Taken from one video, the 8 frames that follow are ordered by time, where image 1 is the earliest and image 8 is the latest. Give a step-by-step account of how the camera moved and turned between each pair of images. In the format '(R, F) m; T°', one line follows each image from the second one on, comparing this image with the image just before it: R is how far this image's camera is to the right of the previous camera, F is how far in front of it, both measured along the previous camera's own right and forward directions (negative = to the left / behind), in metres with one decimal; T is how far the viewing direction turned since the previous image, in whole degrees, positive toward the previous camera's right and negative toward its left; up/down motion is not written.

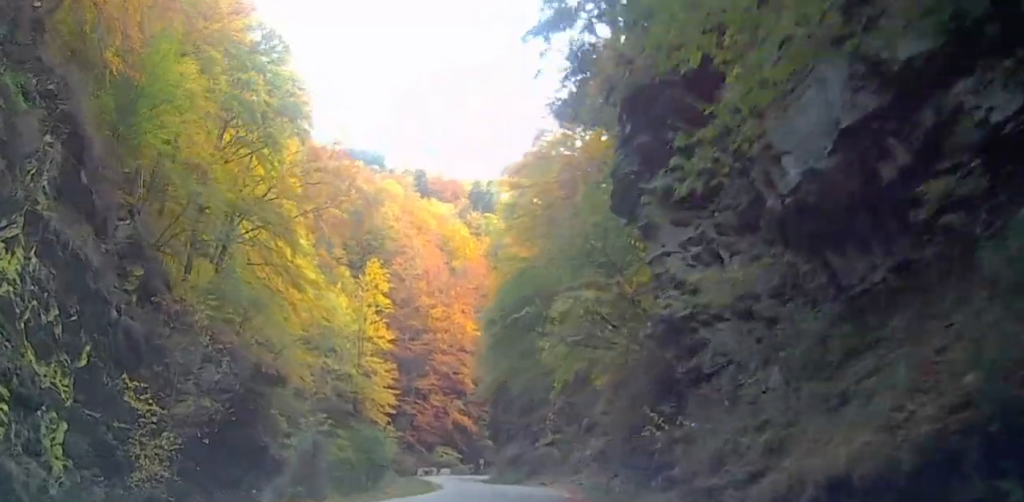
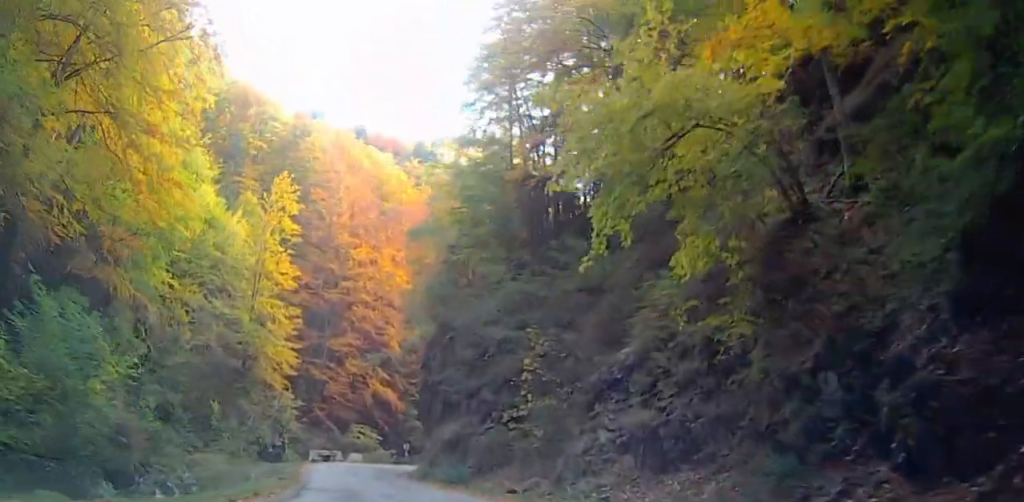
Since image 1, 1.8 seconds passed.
(-7.2, +25.0) m; -16°
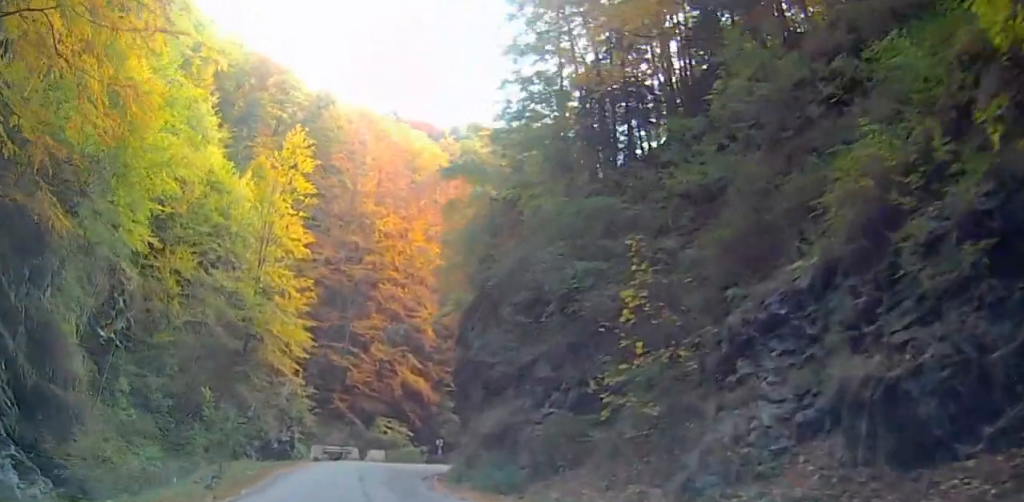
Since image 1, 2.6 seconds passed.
(+0.4, +13.4) m; +4°
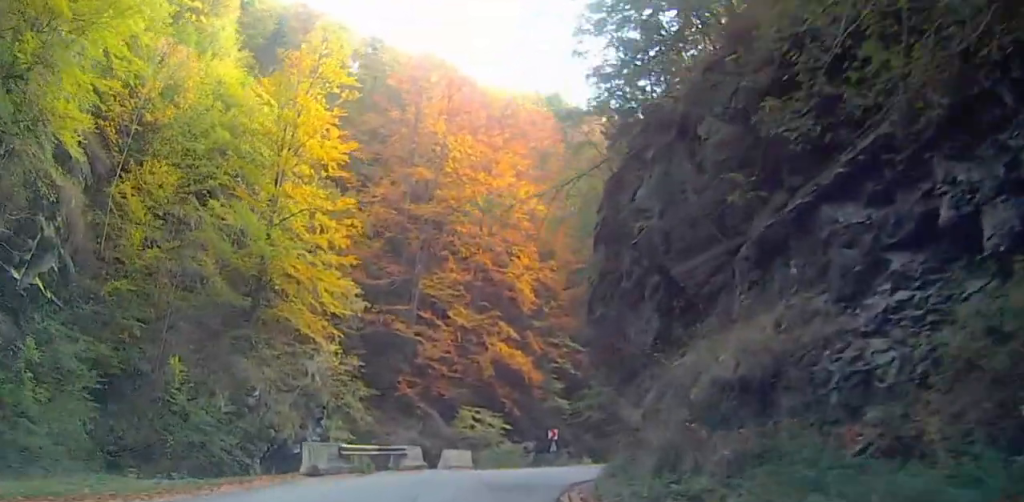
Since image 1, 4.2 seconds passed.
(+1.3, +24.6) m; -3°
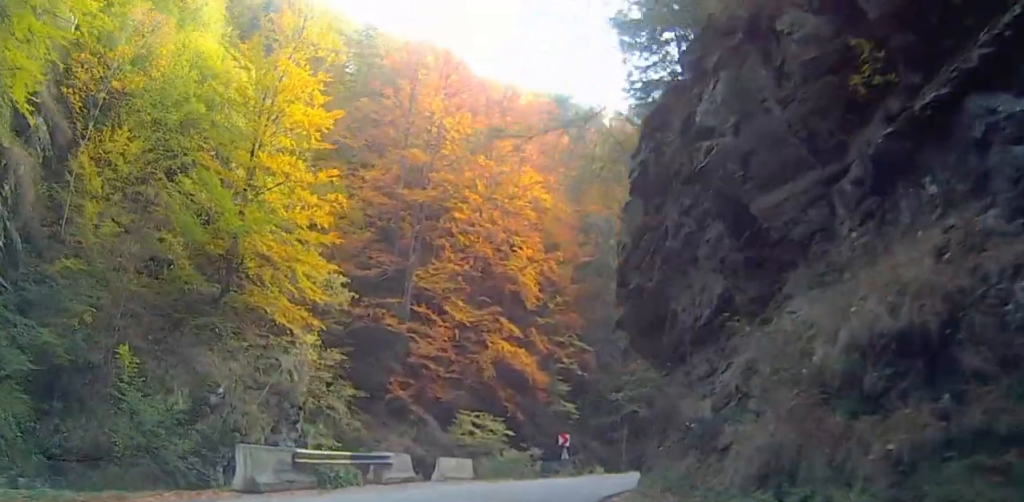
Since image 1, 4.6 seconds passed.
(-0.8, +6.0) m; -1°
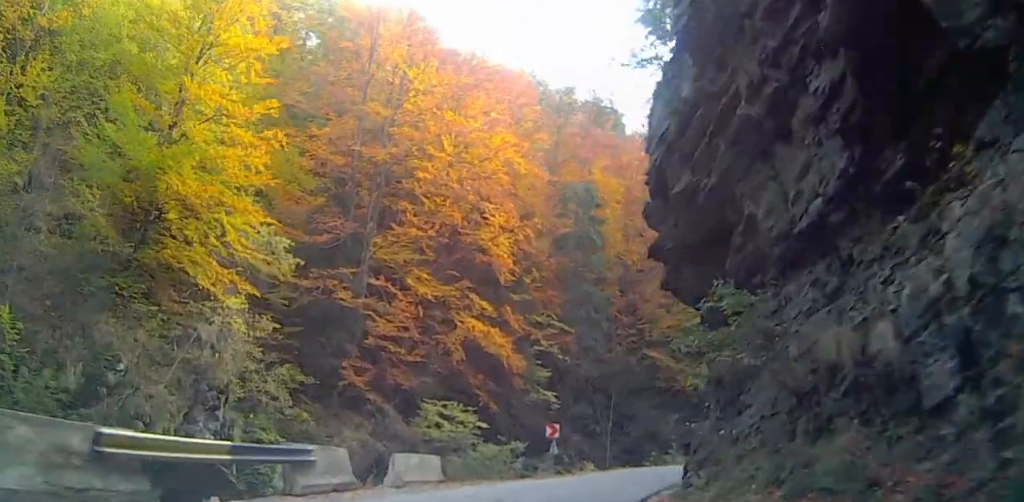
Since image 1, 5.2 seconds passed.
(-0.8, +8.3) m; -1°
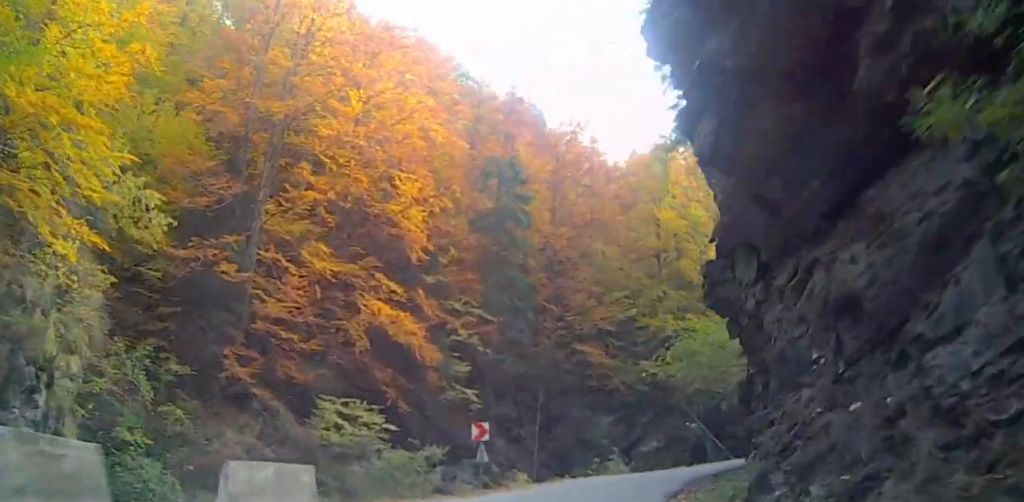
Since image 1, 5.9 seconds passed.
(+0.7, +8.7) m; +4°
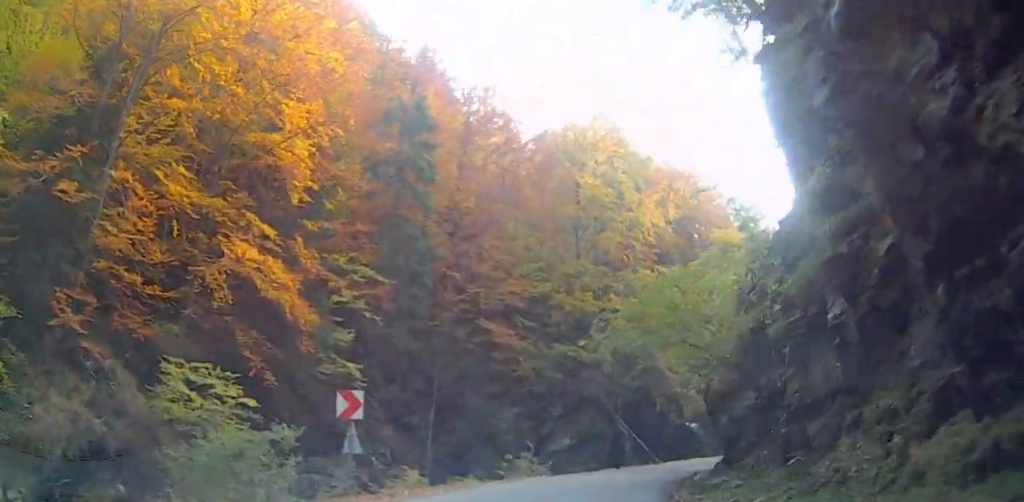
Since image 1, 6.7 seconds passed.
(+0.3, +9.8) m; +10°
